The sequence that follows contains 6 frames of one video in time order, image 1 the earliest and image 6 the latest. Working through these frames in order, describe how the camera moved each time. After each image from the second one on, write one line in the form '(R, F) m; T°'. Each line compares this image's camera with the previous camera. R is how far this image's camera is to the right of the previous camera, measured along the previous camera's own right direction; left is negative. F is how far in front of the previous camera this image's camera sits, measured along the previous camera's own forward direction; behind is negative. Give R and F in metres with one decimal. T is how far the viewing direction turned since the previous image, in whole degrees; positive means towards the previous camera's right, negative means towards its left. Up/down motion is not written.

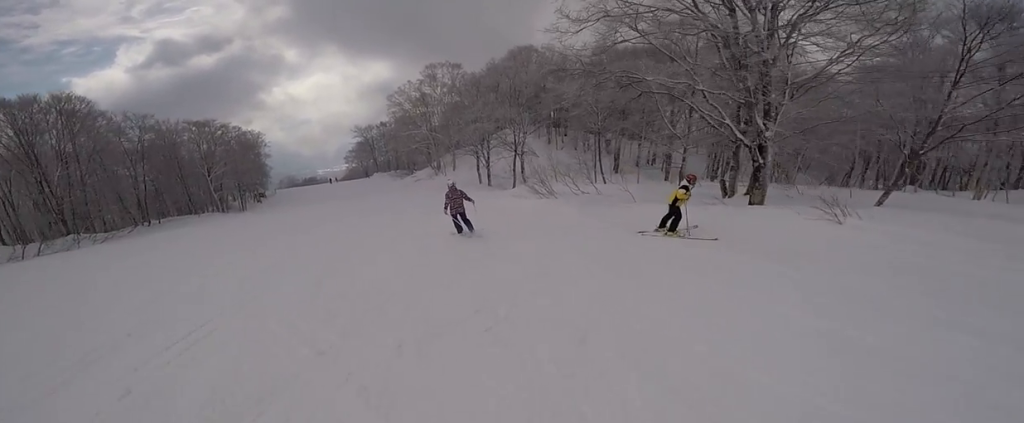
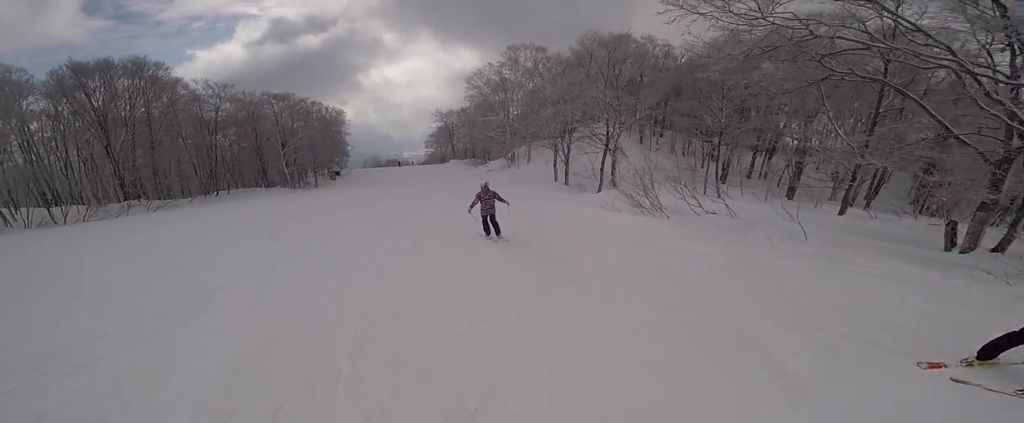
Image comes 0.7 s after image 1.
(0.0, +5.6) m; -6°
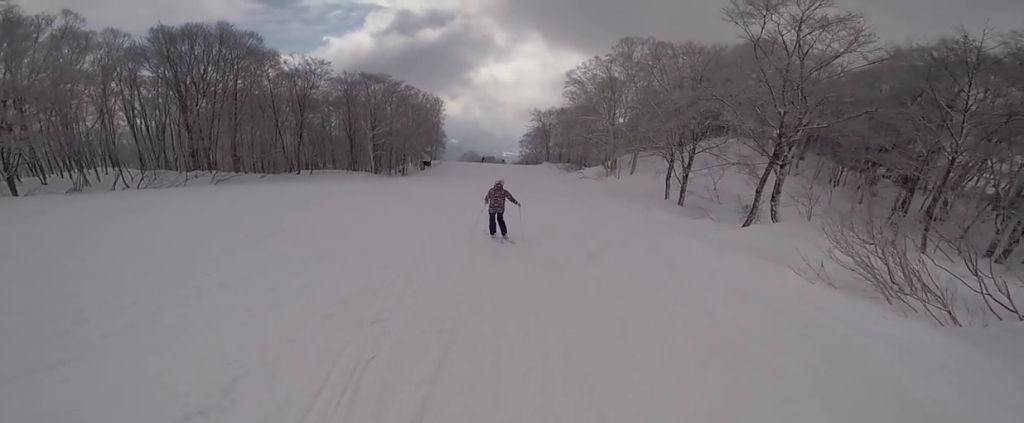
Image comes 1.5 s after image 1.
(+0.1, +6.5) m; -11°
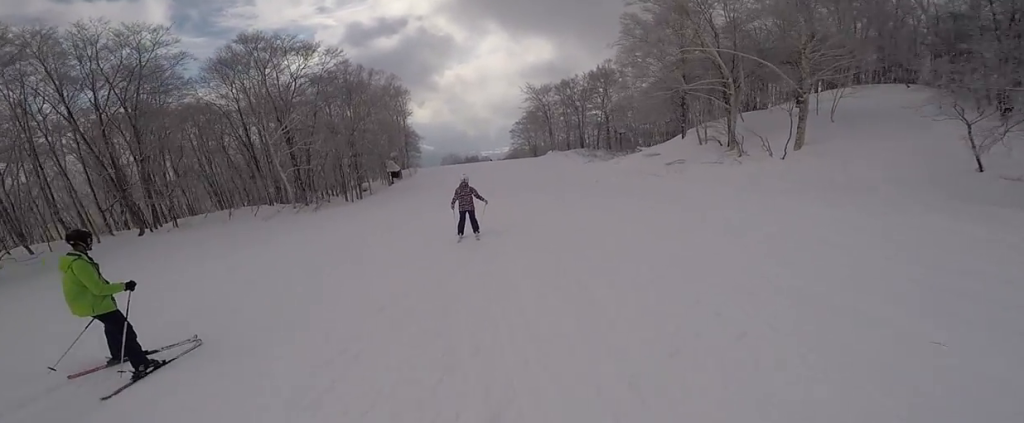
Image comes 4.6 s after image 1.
(-3.2, +27.0) m; +2°
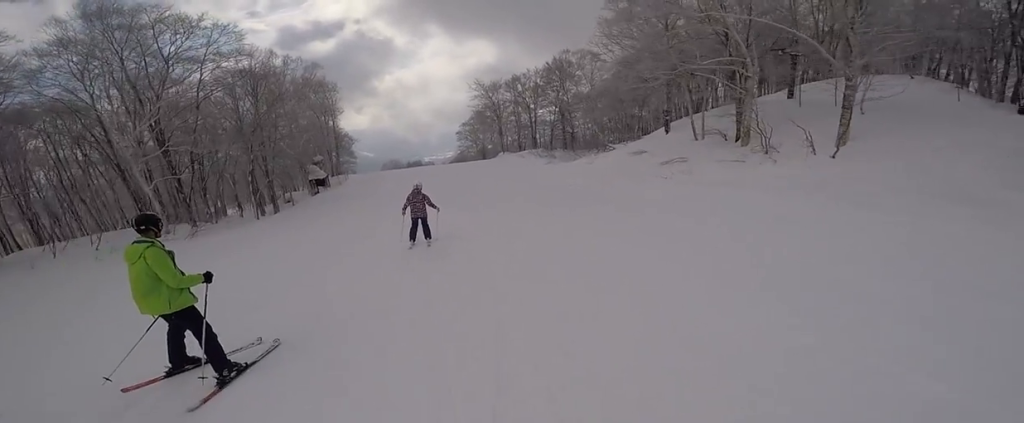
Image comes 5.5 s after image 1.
(+0.3, +7.5) m; +8°
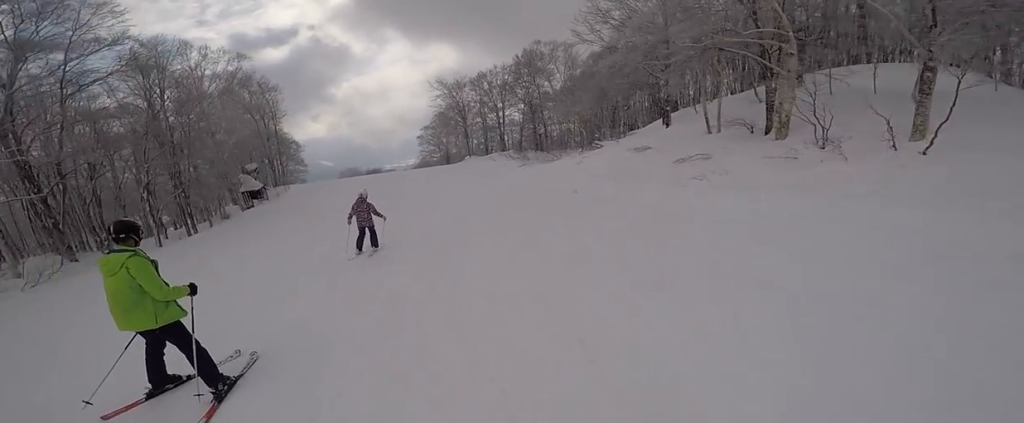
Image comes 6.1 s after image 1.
(+0.9, +6.0) m; +2°
